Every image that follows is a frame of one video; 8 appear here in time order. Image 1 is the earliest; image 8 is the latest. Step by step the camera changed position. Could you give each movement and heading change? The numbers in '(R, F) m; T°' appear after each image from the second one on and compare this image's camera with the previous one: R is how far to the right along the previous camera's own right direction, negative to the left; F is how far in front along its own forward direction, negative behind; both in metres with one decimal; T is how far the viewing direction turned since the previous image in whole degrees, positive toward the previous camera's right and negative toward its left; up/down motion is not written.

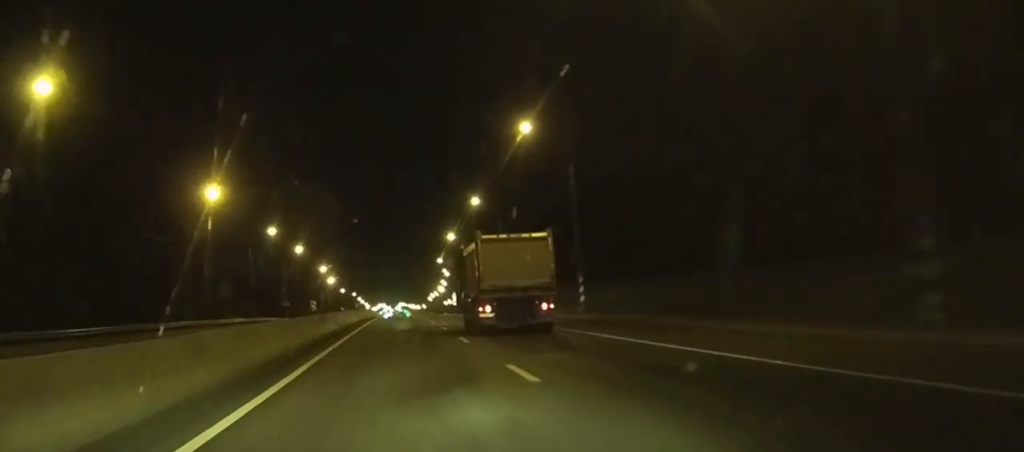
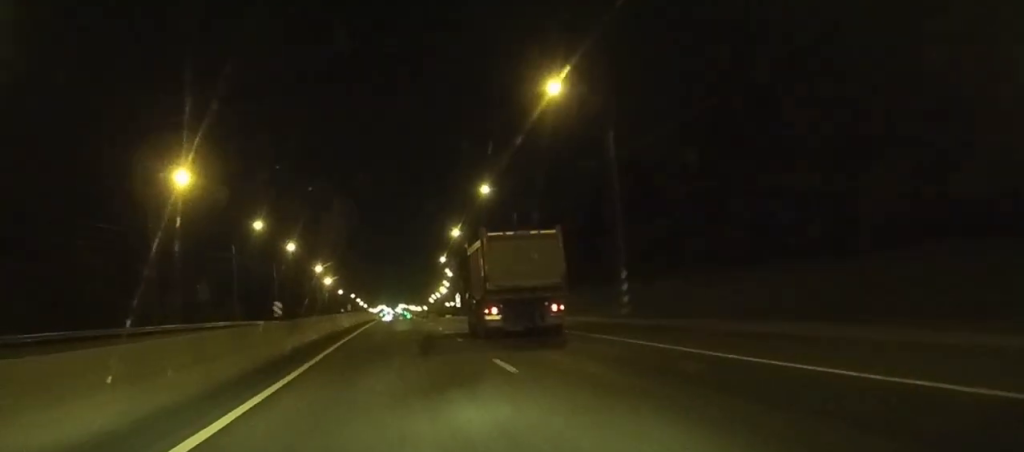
(0.0, +10.1) m; 0°
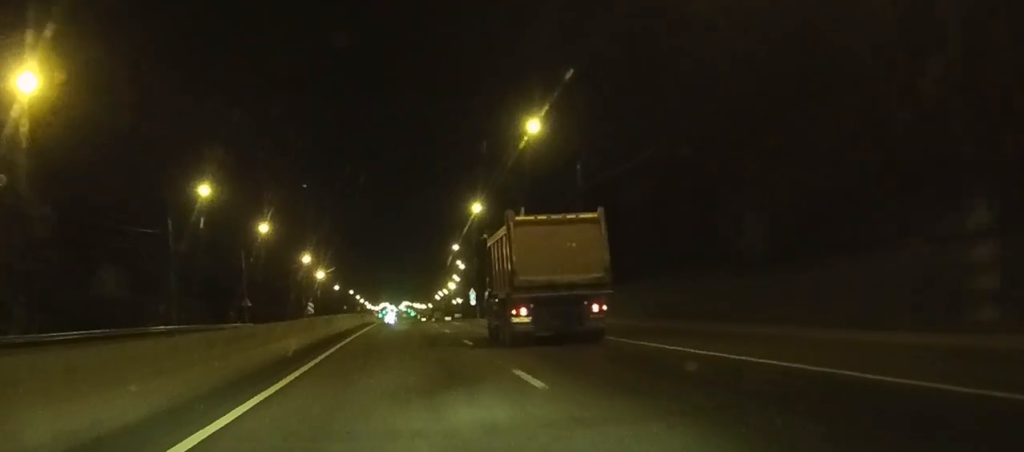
(0.0, +26.8) m; 0°
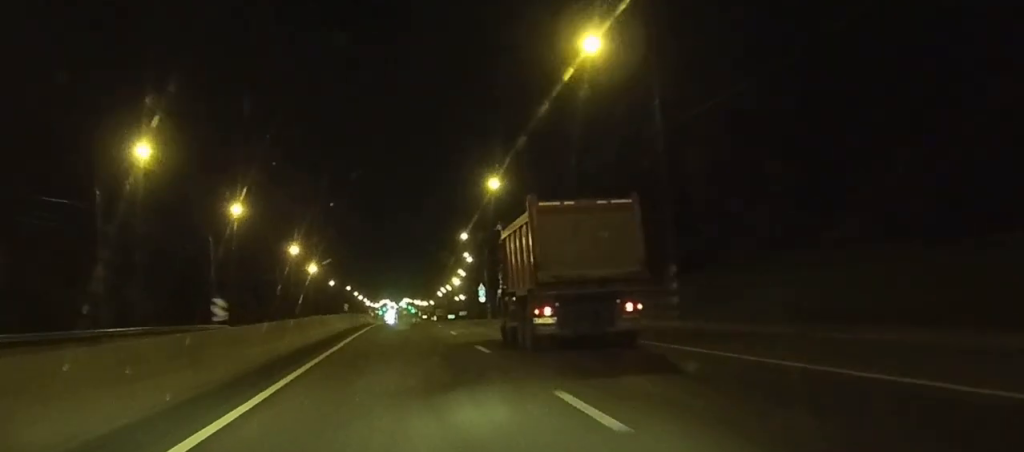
(0.0, +16.0) m; 0°
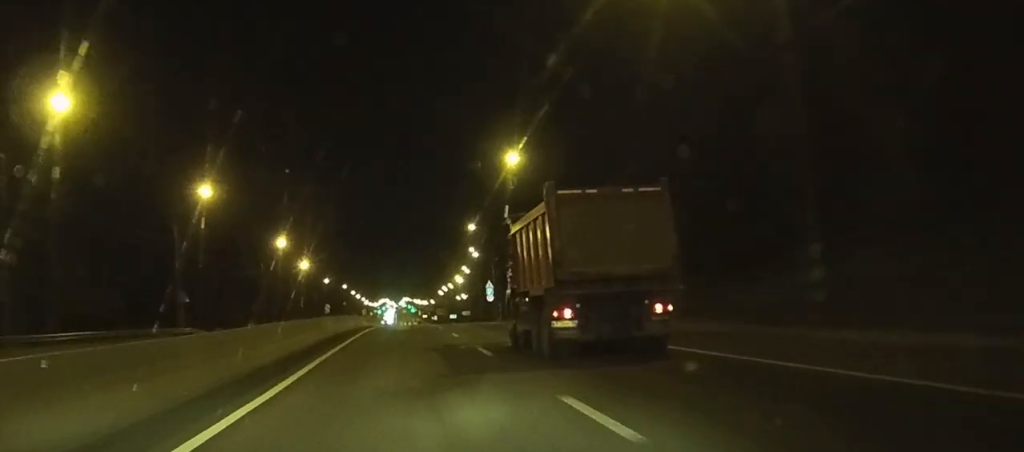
(0.0, +12.4) m; 0°
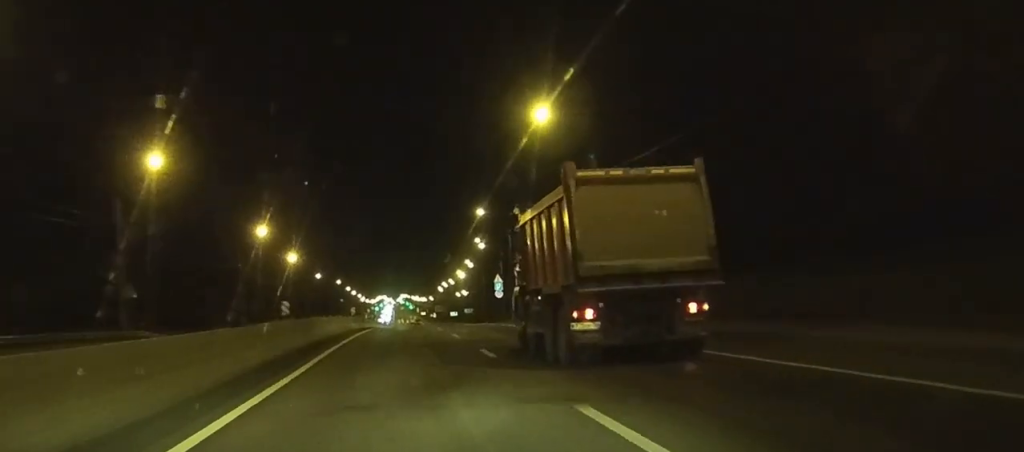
(0.0, +13.1) m; 0°
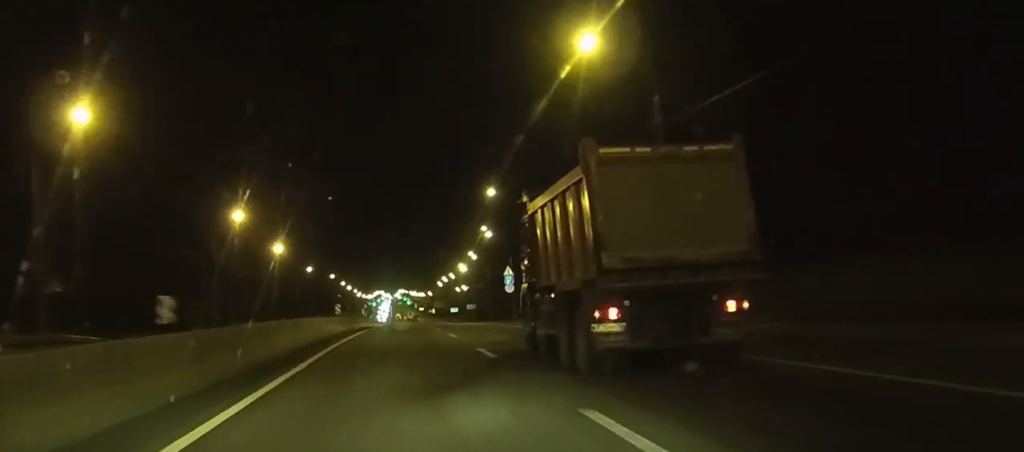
(0.0, +12.4) m; 0°
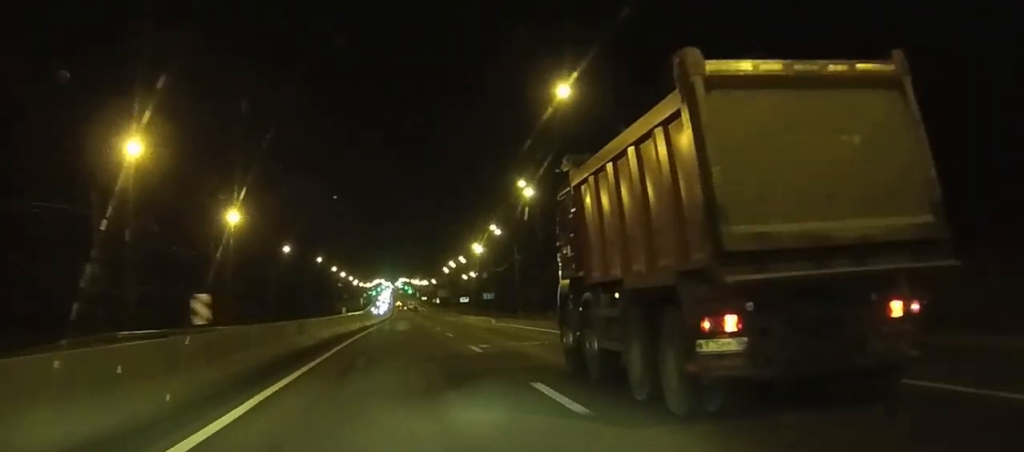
(+0.1, +32.6) m; 0°
